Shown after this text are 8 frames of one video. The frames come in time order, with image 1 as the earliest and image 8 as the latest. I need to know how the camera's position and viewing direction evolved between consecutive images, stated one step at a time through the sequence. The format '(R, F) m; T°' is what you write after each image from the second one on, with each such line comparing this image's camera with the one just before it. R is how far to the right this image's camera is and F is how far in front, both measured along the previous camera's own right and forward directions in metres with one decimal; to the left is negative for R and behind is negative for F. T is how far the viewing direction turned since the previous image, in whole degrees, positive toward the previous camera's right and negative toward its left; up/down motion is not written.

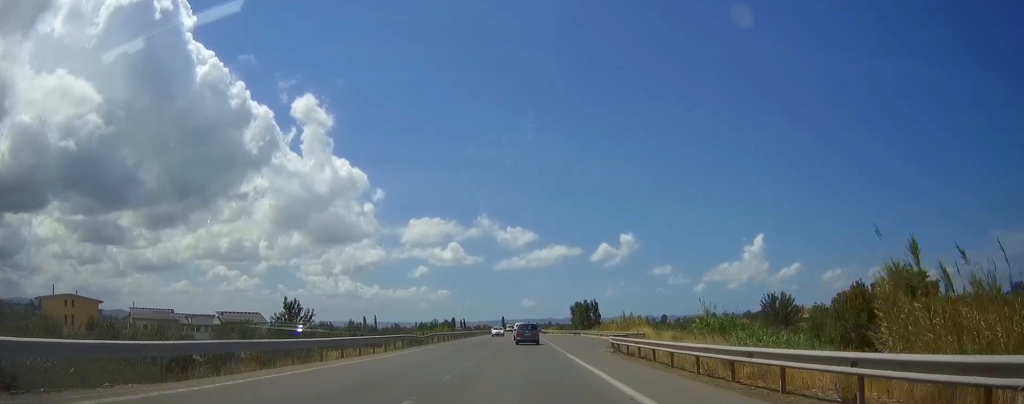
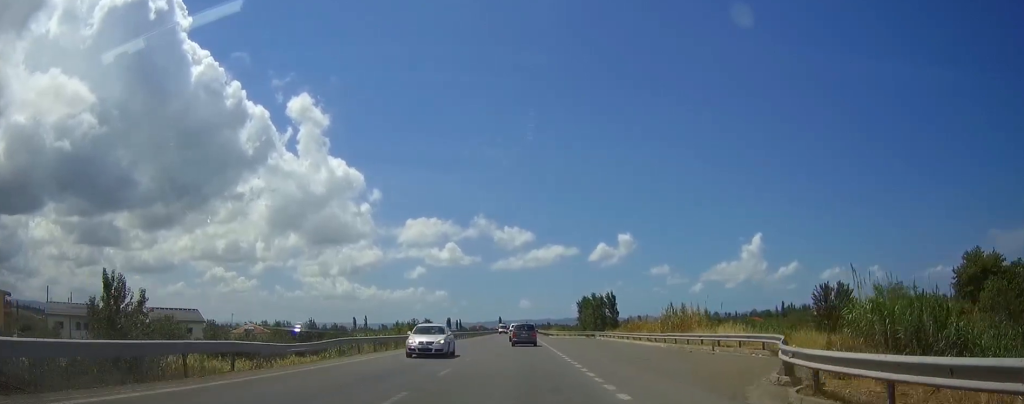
(+0.2, +28.1) m; 0°
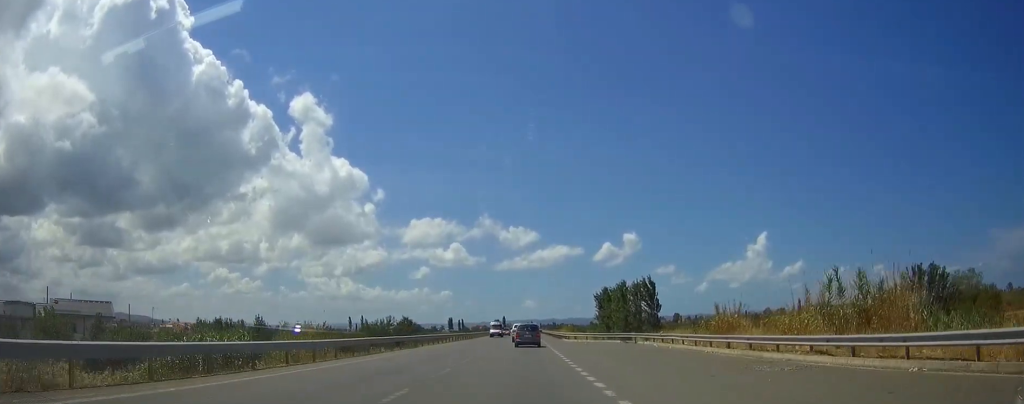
(-0.1, +28.9) m; 0°
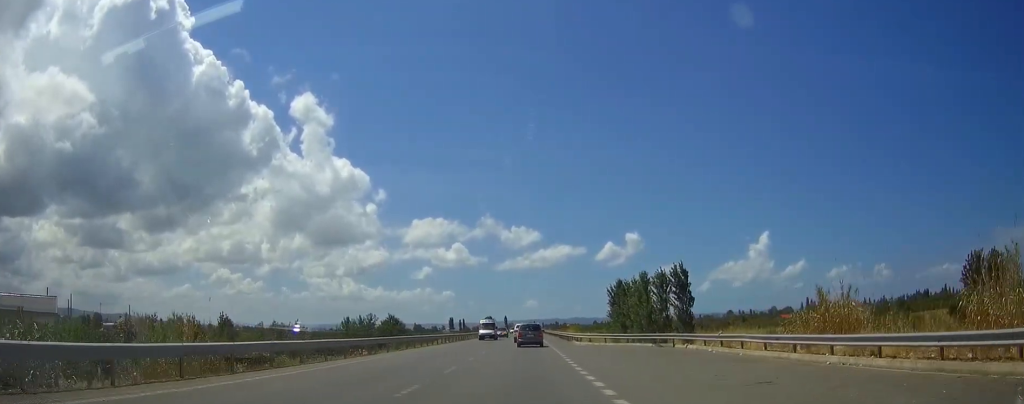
(0.0, +13.4) m; 0°
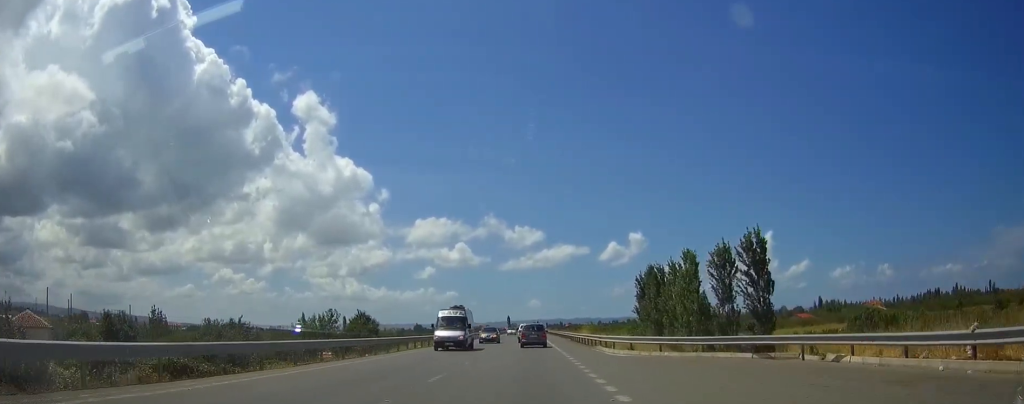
(0.0, +18.8) m; 0°
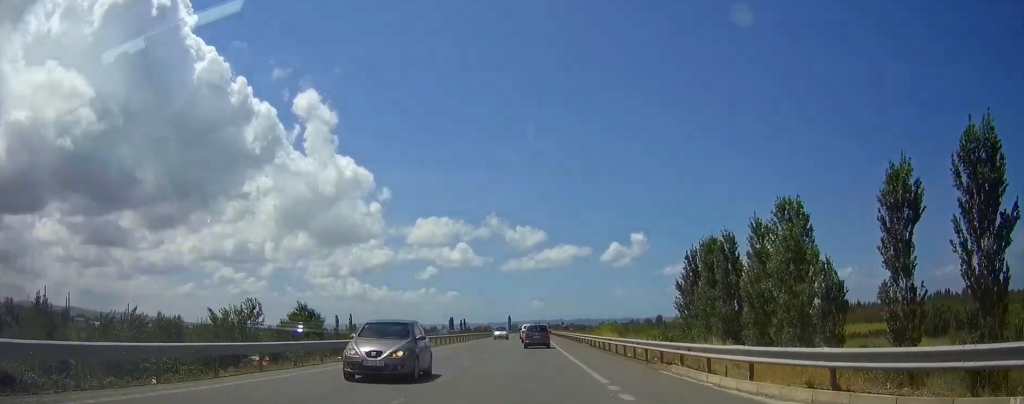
(-0.1, +20.7) m; 0°
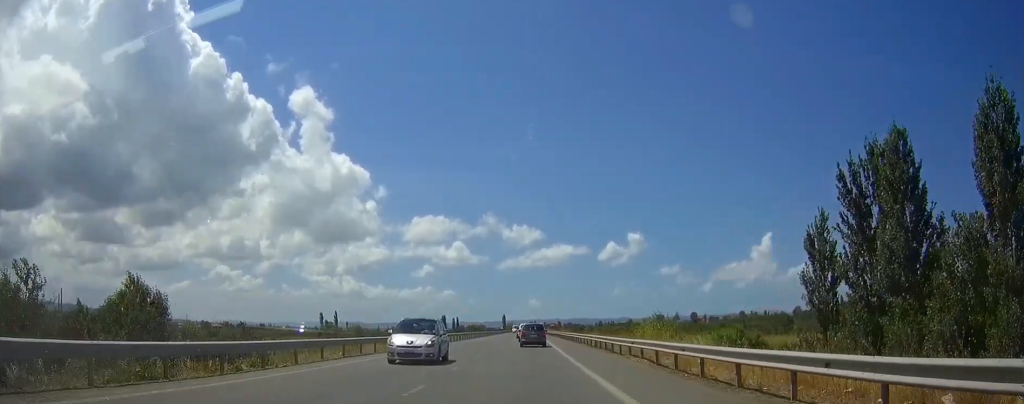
(0.0, +25.7) m; 0°
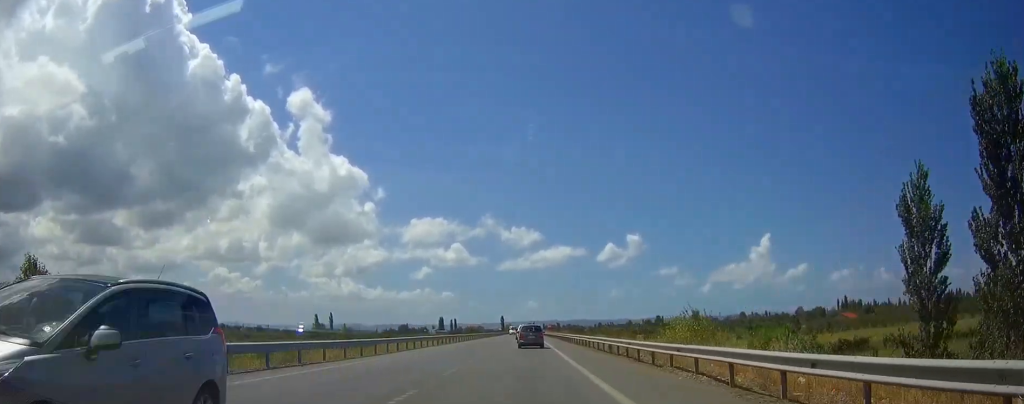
(0.0, +8.3) m; 0°
